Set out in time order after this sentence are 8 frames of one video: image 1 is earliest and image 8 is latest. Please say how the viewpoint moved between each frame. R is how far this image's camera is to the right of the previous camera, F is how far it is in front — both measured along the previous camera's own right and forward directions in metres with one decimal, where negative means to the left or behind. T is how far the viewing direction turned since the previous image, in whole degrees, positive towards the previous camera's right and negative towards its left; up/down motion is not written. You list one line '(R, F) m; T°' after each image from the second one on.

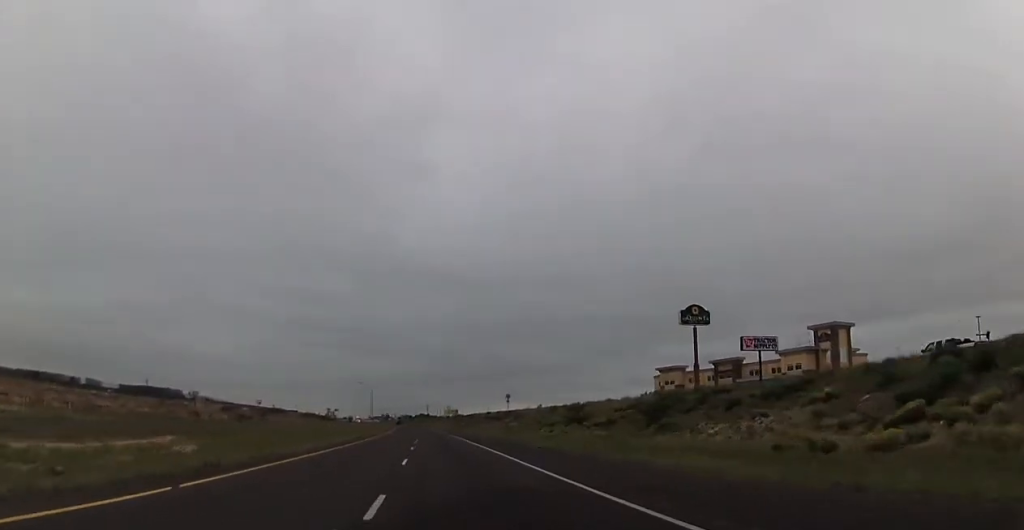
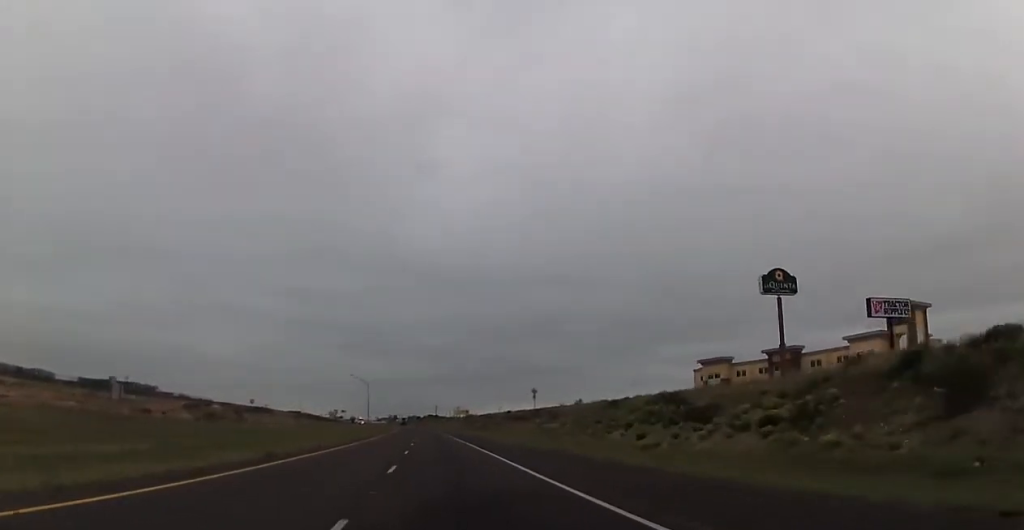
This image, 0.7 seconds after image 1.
(0.0, +27.4) m; -1°
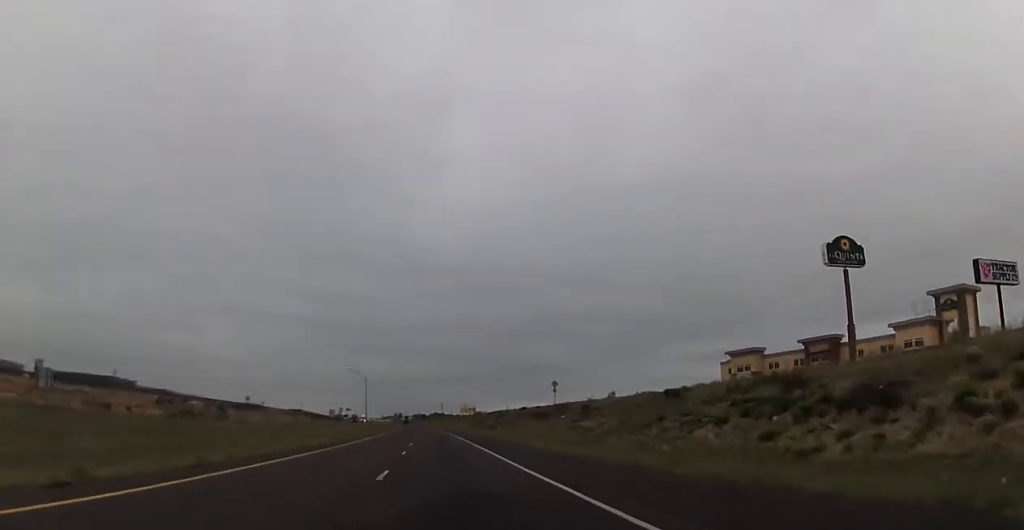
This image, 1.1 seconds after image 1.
(+0.1, +14.9) m; 0°
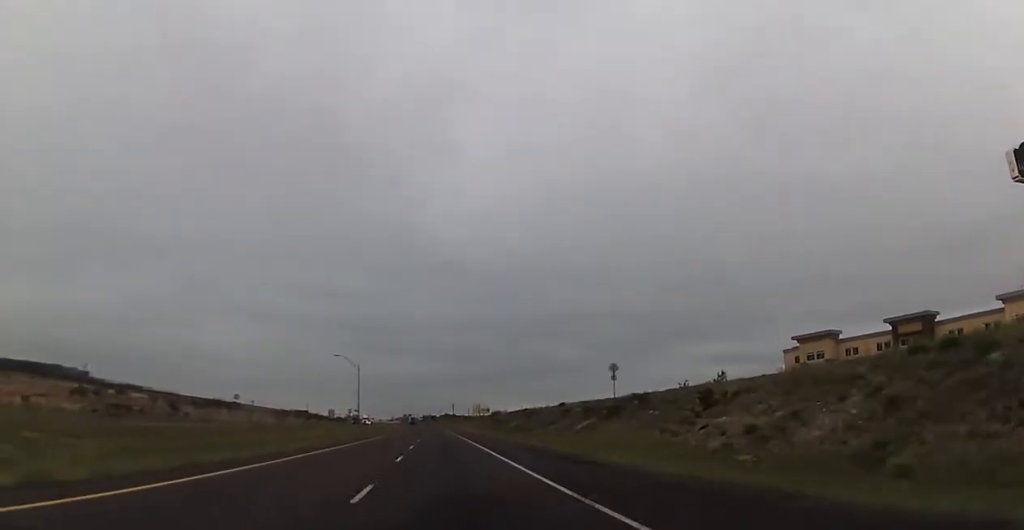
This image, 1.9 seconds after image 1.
(-0.4, +28.6) m; -1°
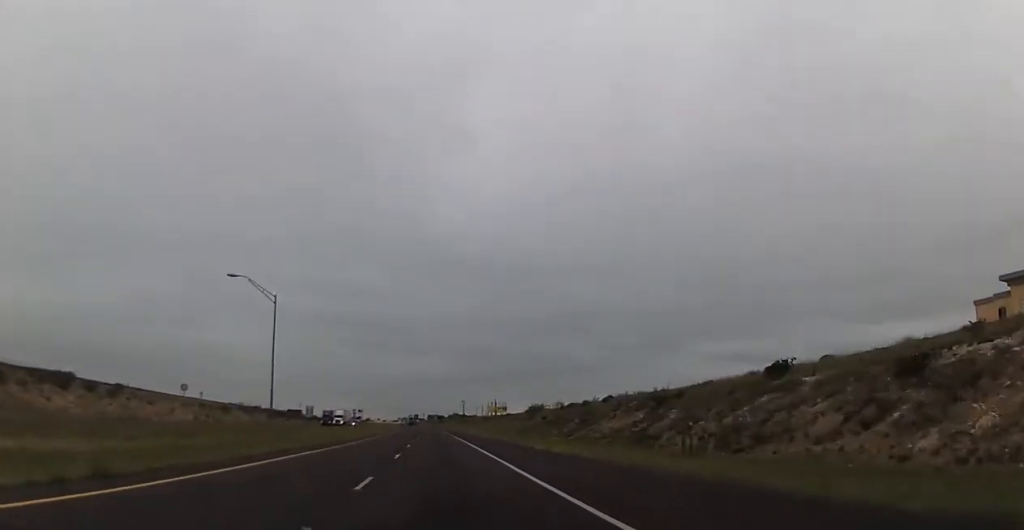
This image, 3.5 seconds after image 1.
(-1.1, +58.5) m; -1°
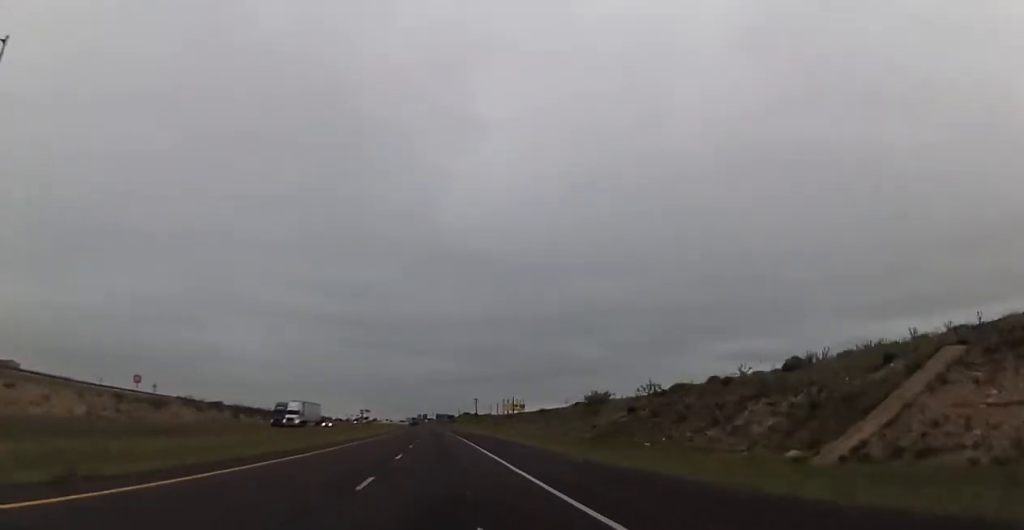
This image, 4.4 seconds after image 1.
(0.0, +36.0) m; 0°
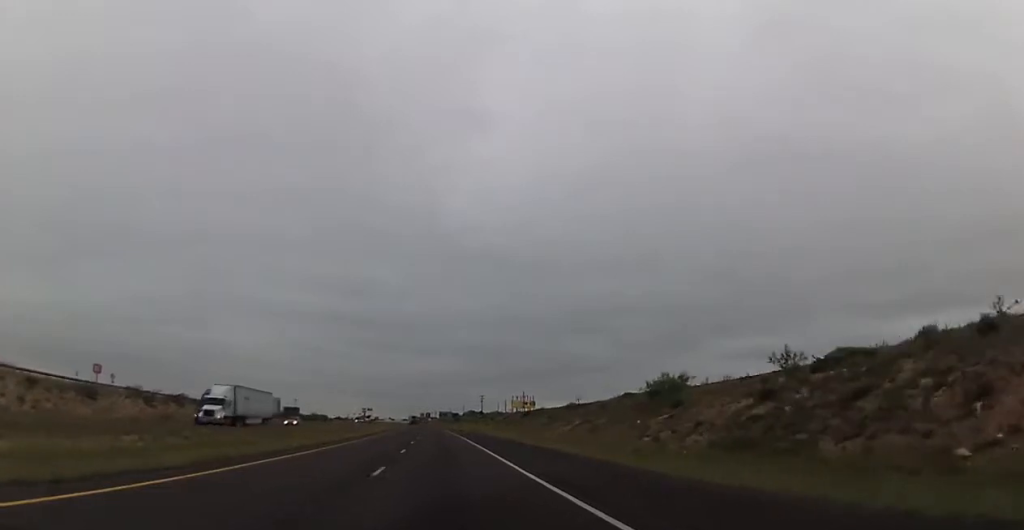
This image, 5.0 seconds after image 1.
(+0.1, +21.1) m; 0°
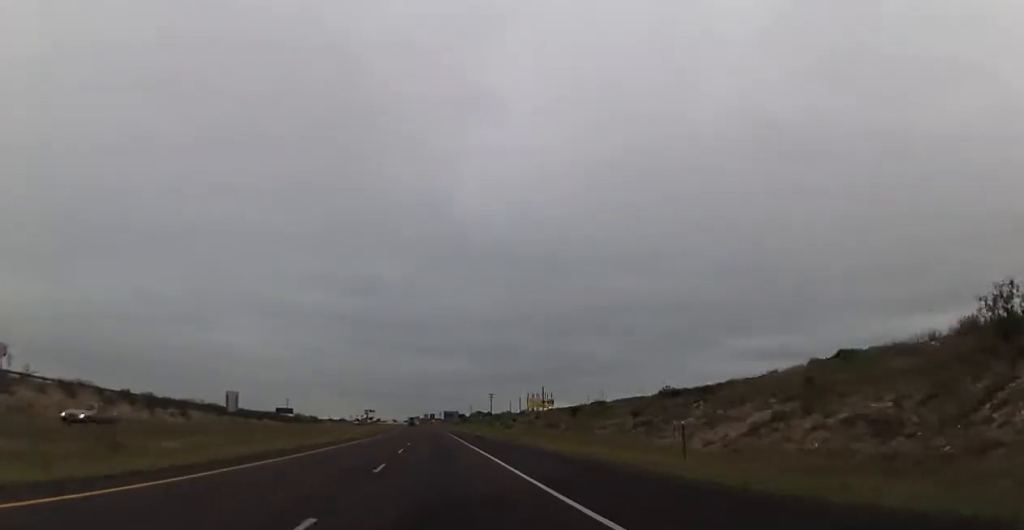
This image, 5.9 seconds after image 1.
(-0.4, +34.7) m; -1°
